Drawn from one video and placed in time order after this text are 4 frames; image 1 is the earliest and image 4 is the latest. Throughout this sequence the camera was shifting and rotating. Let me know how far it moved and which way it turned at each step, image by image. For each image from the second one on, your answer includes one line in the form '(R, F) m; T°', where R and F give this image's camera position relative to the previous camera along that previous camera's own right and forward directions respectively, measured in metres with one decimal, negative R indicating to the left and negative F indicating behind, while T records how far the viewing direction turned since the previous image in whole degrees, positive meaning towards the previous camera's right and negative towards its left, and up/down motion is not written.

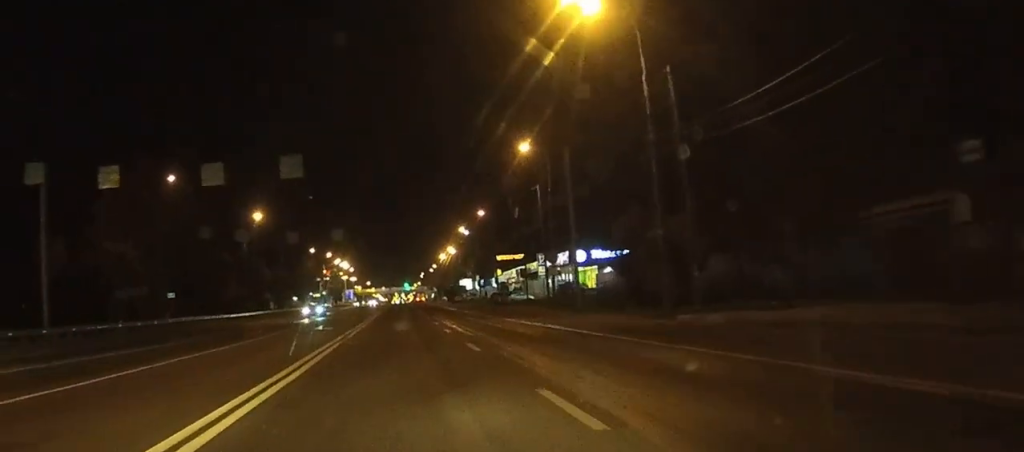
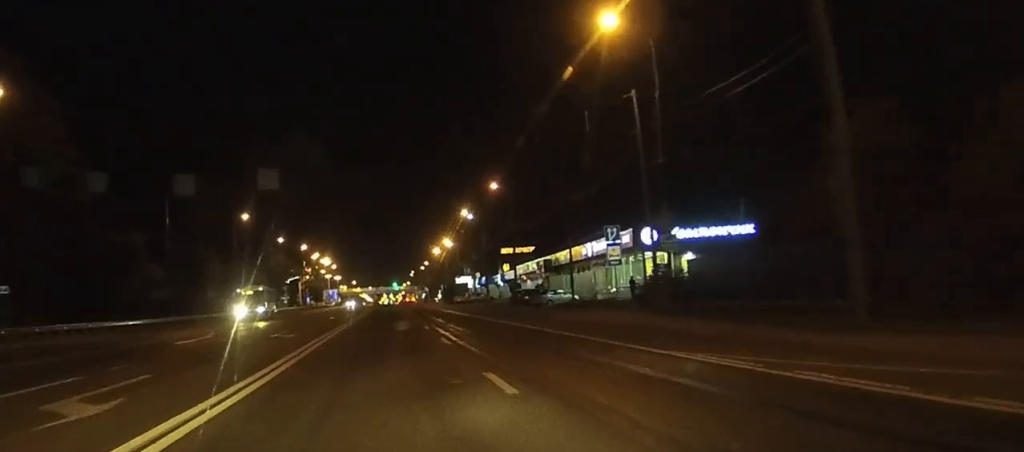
(+0.2, +30.9) m; +2°
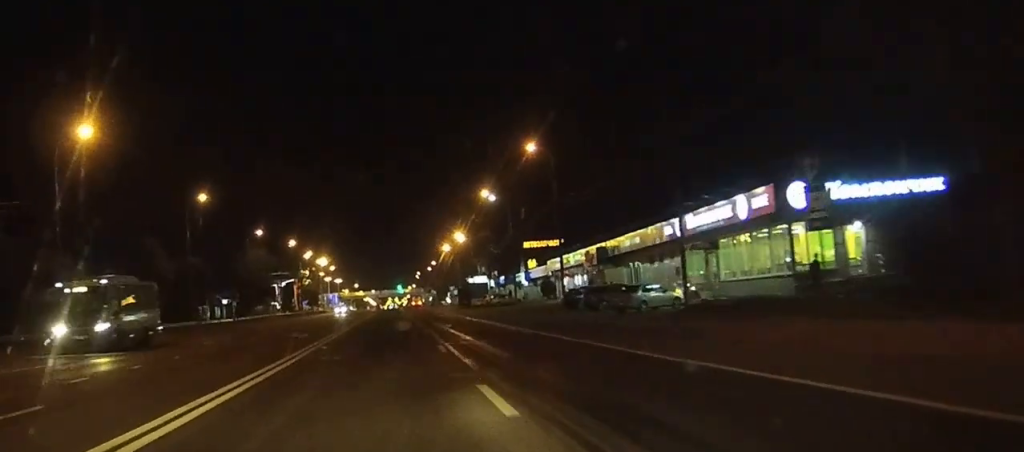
(+0.6, +25.5) m; -2°
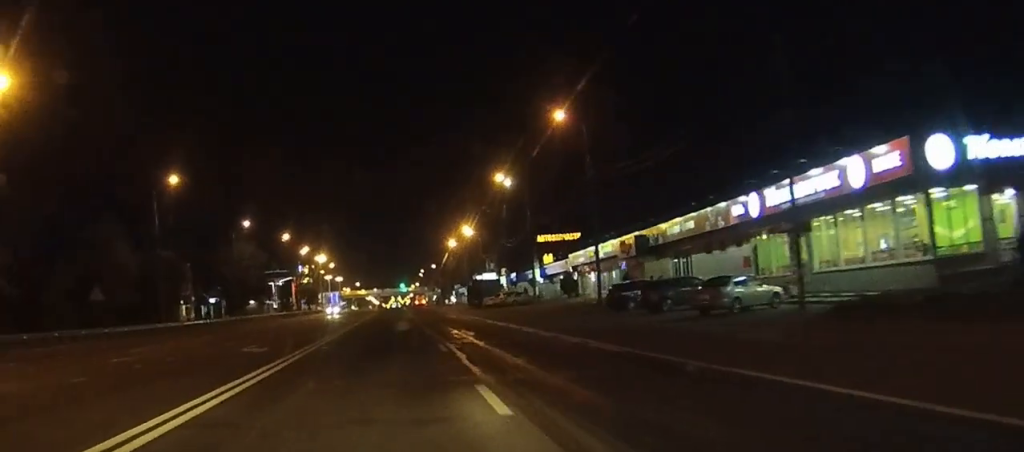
(-0.8, +11.6) m; -1°
